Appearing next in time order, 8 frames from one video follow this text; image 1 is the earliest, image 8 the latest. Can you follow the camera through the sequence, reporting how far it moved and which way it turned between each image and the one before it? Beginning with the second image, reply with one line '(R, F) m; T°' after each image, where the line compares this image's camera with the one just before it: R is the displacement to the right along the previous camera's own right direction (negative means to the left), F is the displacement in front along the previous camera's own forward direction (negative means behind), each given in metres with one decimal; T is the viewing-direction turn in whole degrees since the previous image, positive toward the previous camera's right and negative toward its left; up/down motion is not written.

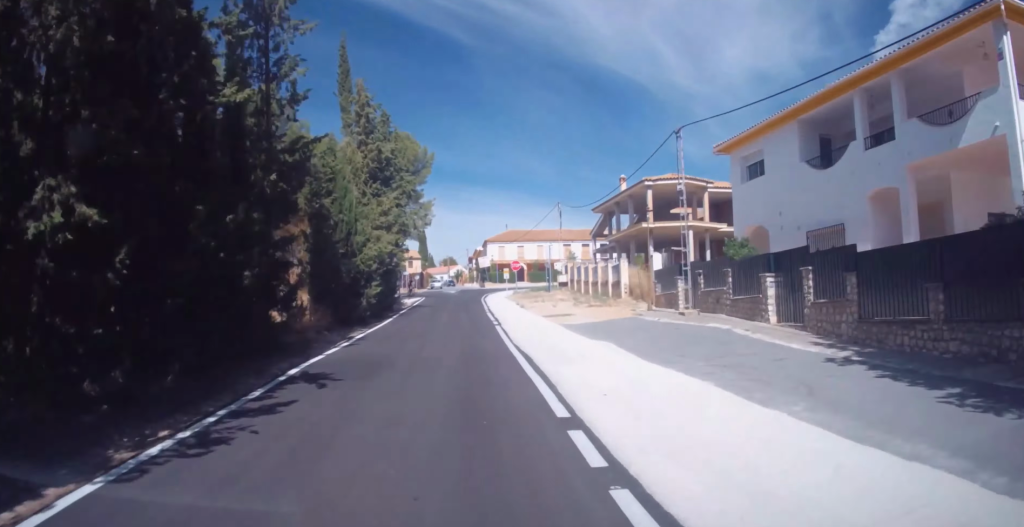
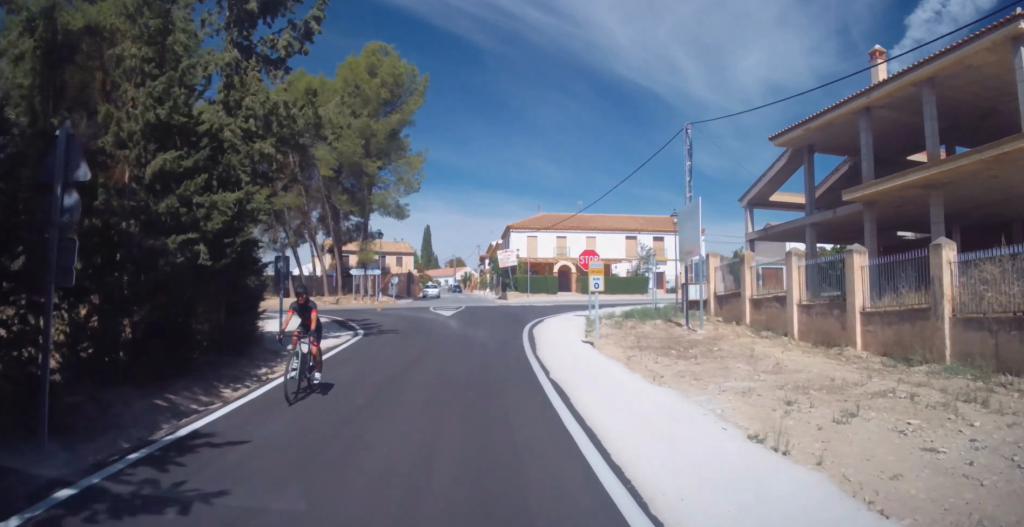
(+2.0, +21.6) m; -14°
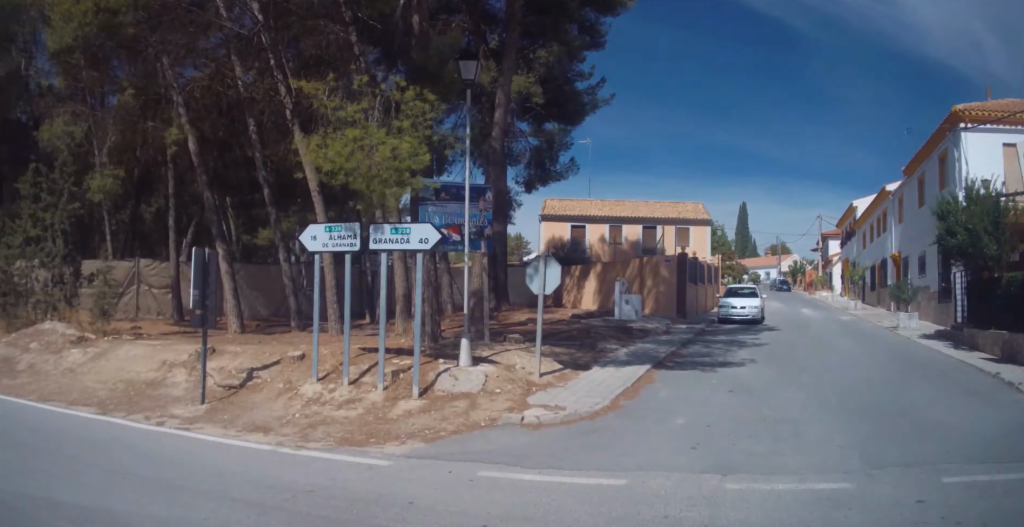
(-23.6, +42.4) m; -66°
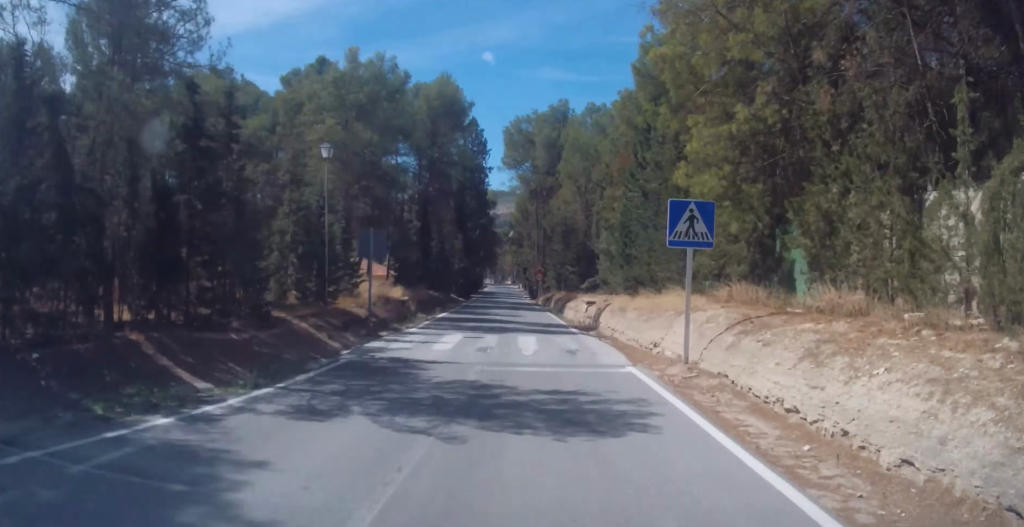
(-4.5, +21.2) m; -11°
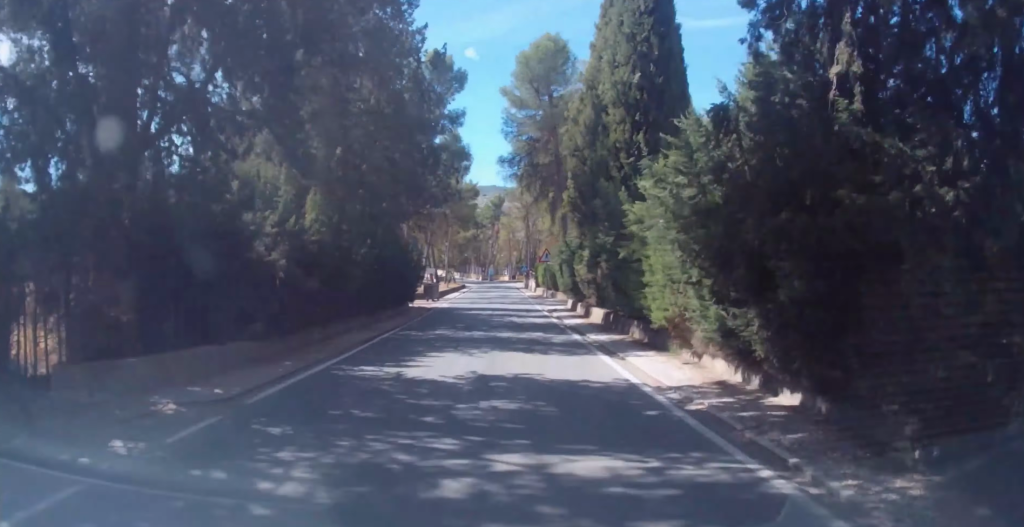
(-10.7, +89.8) m; -7°
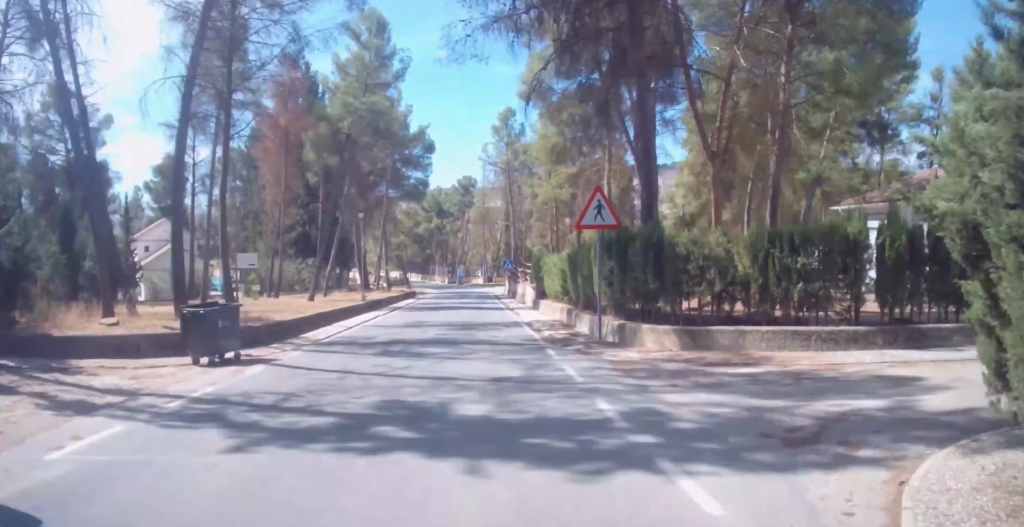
(-0.3, +31.0) m; -4°
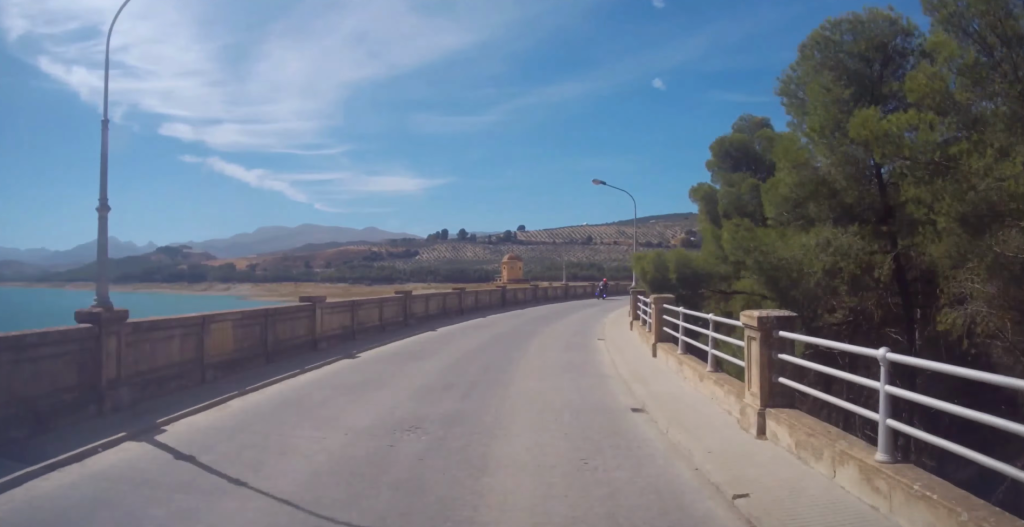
(-21.0, +167.2) m; +5°
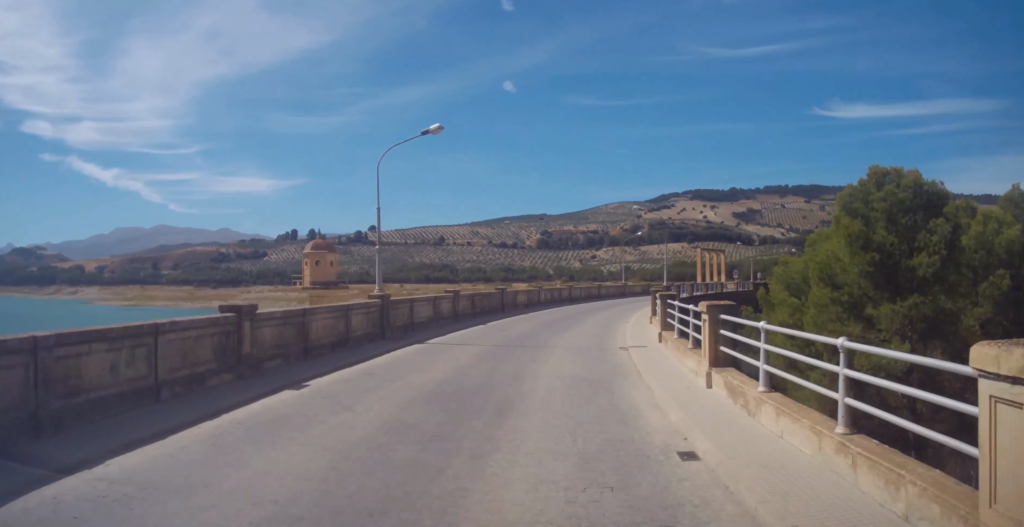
(+0.3, +31.9) m; +11°
